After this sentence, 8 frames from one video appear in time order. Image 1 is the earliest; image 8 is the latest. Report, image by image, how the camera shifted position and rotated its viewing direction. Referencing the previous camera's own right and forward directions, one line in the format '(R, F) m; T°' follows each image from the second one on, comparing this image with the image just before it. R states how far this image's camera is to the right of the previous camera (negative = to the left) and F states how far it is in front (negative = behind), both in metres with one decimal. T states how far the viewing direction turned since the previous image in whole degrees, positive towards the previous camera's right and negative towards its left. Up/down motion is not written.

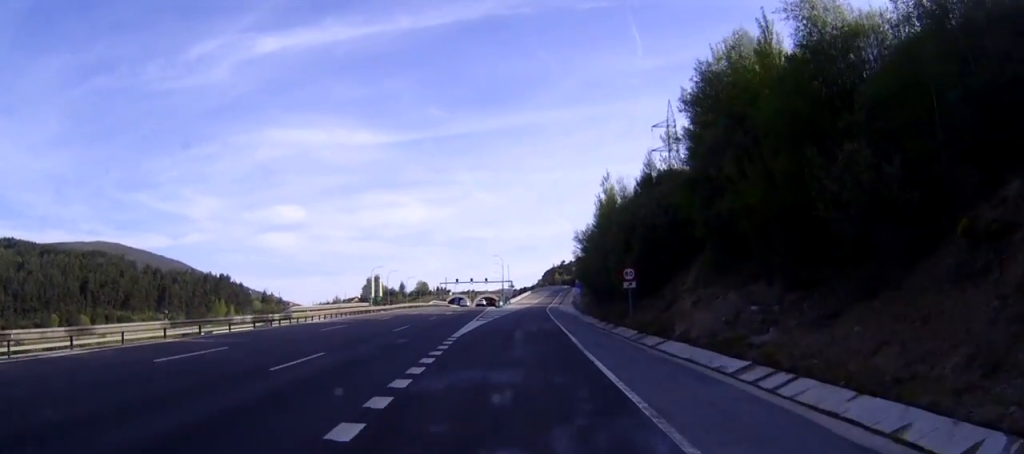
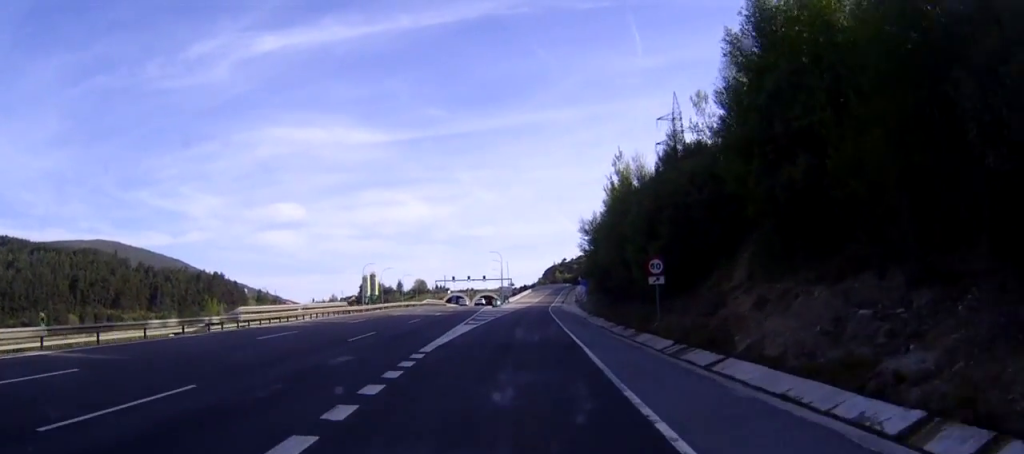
(0.0, +9.5) m; 0°
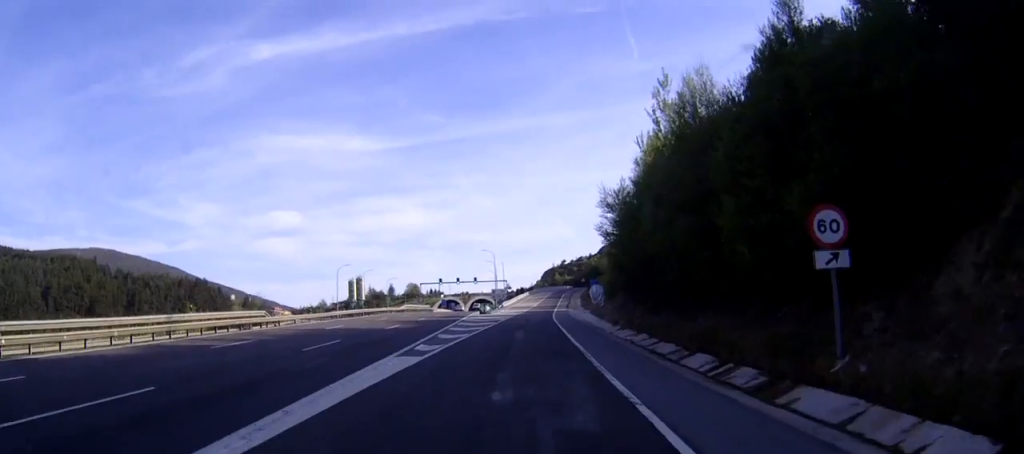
(0.0, +21.2) m; 0°
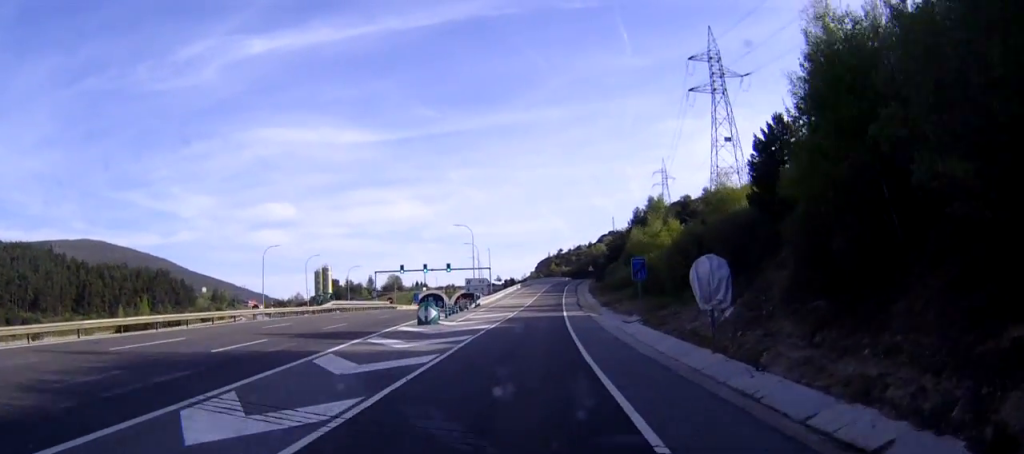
(+0.3, +39.5) m; +1°
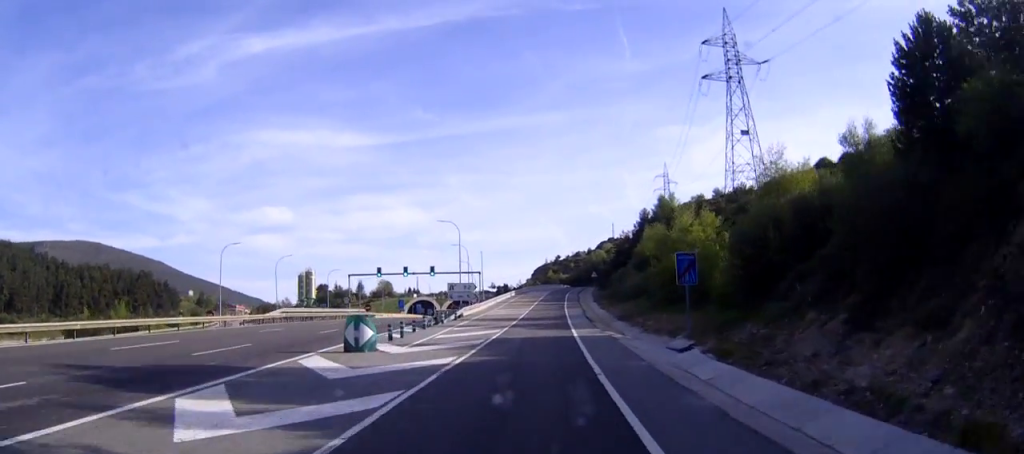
(+0.1, +15.0) m; 0°
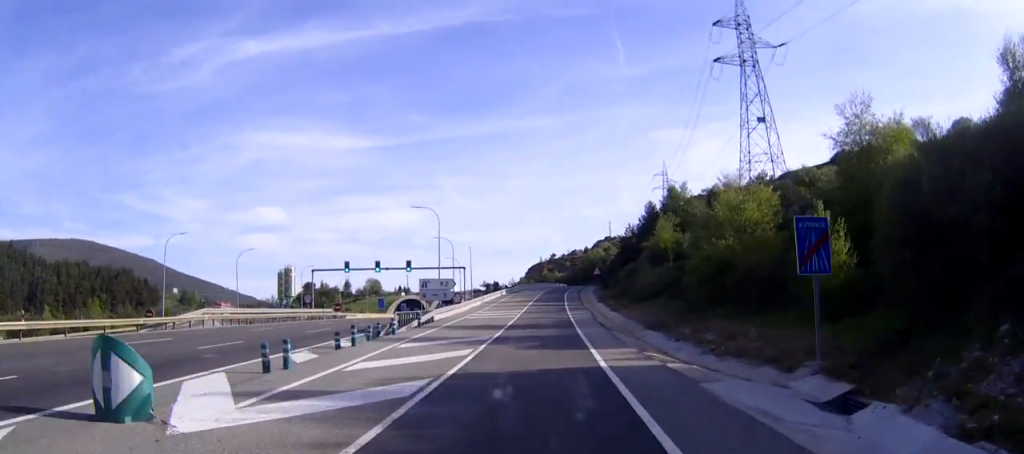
(+0.1, +15.0) m; +1°
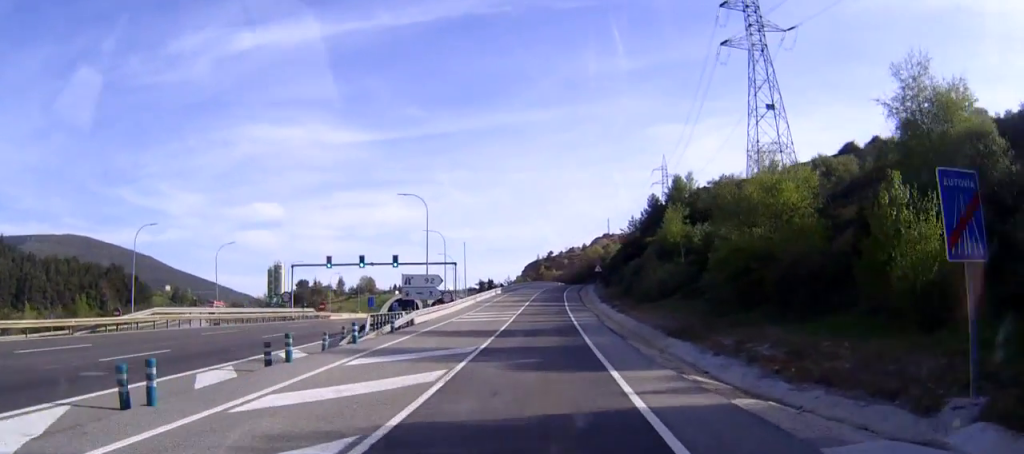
(0.0, +6.6) m; 0°
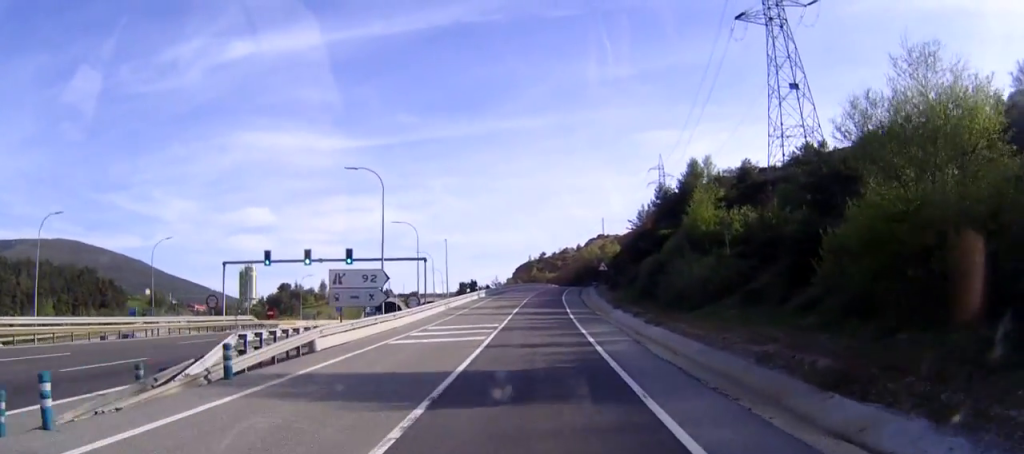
(+0.2, +17.0) m; +1°
